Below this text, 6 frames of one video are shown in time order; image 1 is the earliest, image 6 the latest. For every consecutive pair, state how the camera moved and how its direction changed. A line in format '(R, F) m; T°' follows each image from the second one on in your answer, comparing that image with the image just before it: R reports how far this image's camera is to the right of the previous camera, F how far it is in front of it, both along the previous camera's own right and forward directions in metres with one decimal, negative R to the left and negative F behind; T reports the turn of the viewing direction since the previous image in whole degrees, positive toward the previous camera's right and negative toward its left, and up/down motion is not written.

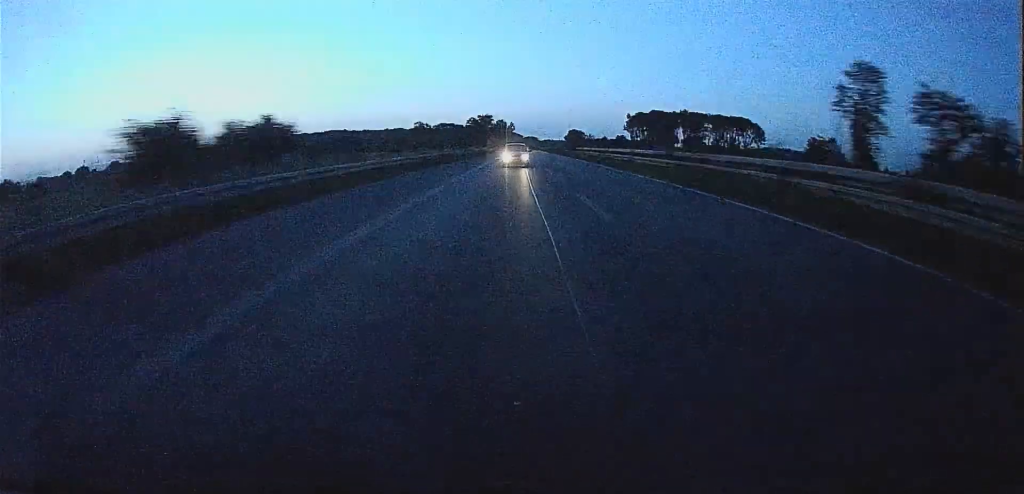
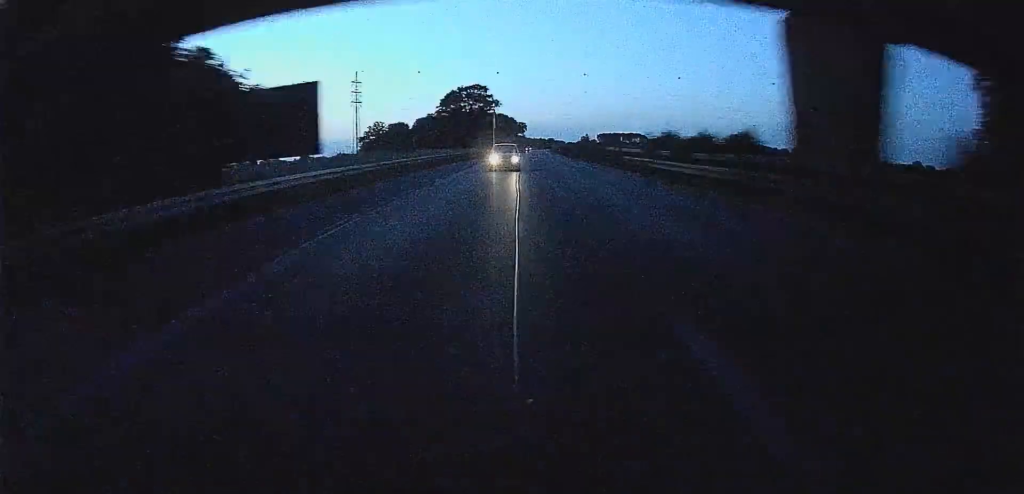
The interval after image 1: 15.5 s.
(-19.4, +420.6) m; -7°
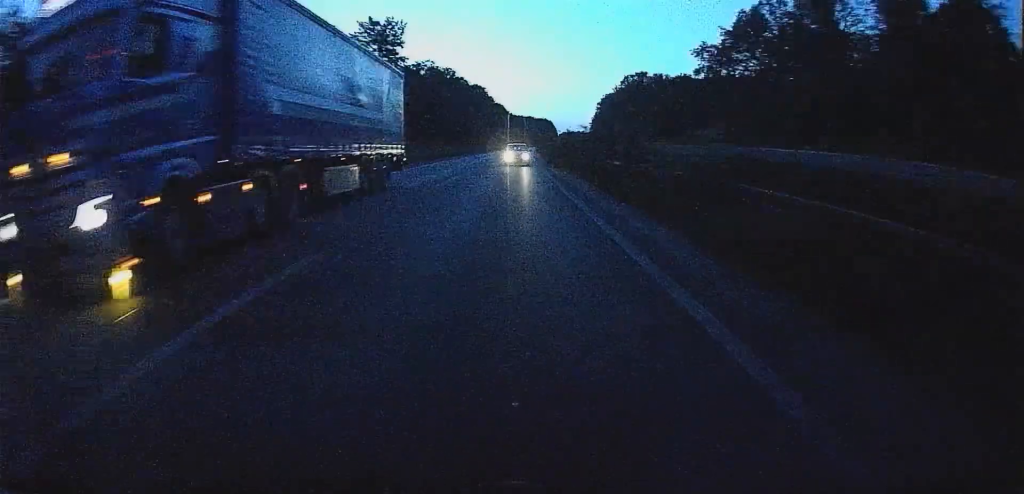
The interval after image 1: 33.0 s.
(-50.4, +504.6) m; -12°
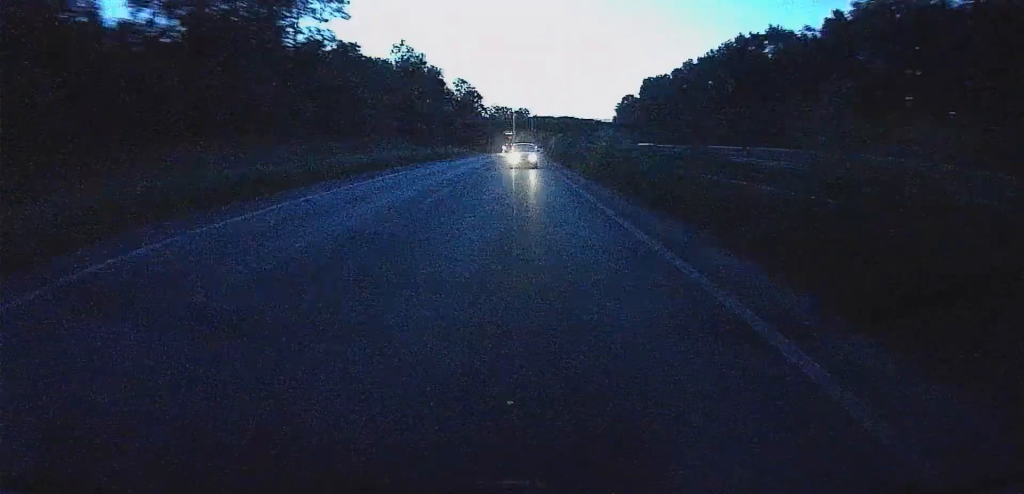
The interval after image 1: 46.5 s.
(-37.6, +405.9) m; -7°
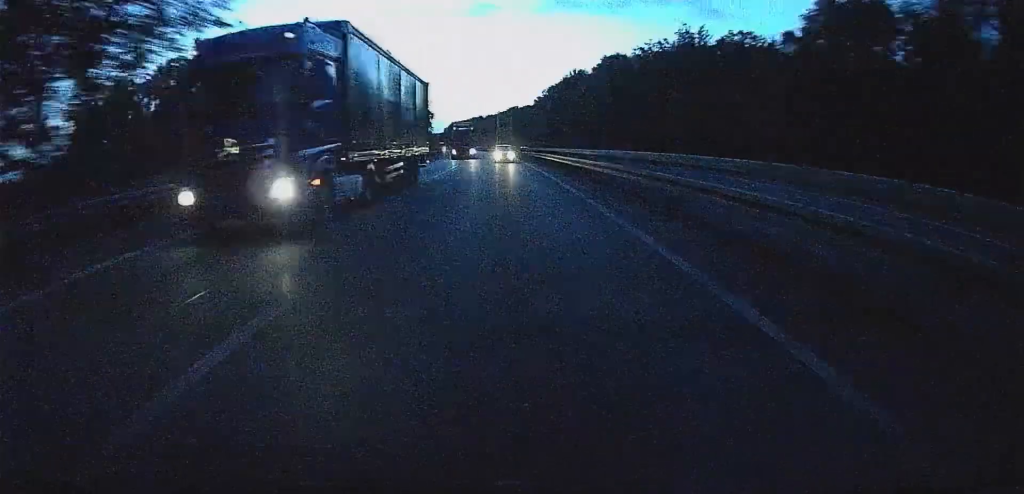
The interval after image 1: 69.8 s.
(+37.4, +700.5) m; +14°
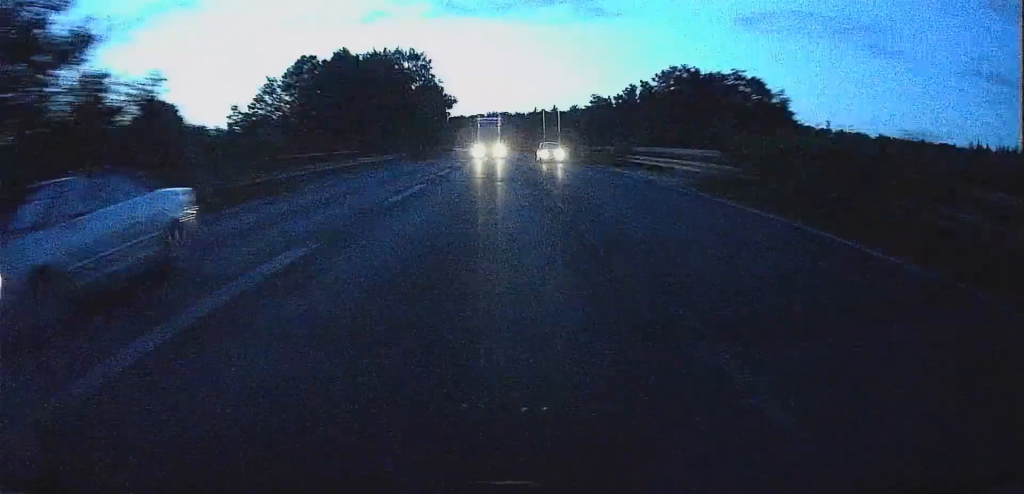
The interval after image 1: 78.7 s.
(+19.9, +264.1) m; +10°
